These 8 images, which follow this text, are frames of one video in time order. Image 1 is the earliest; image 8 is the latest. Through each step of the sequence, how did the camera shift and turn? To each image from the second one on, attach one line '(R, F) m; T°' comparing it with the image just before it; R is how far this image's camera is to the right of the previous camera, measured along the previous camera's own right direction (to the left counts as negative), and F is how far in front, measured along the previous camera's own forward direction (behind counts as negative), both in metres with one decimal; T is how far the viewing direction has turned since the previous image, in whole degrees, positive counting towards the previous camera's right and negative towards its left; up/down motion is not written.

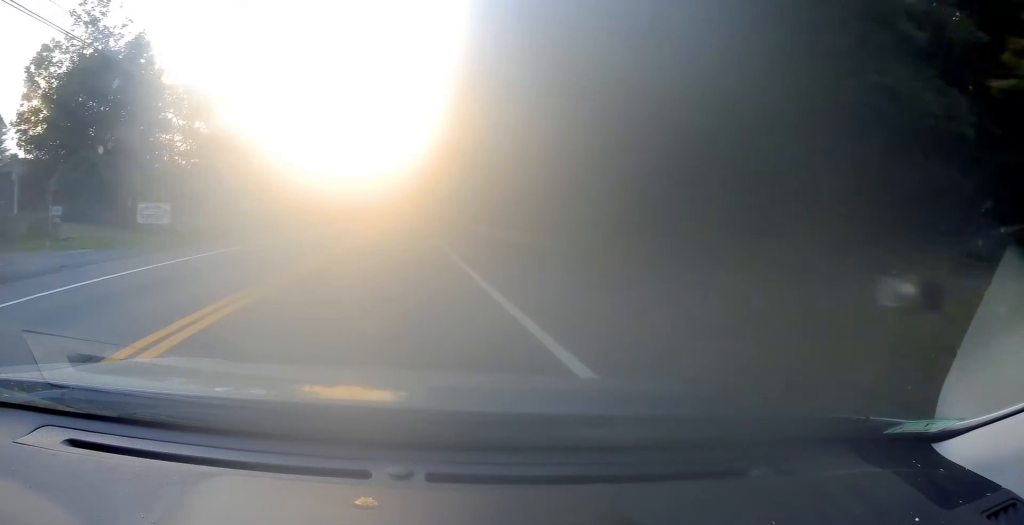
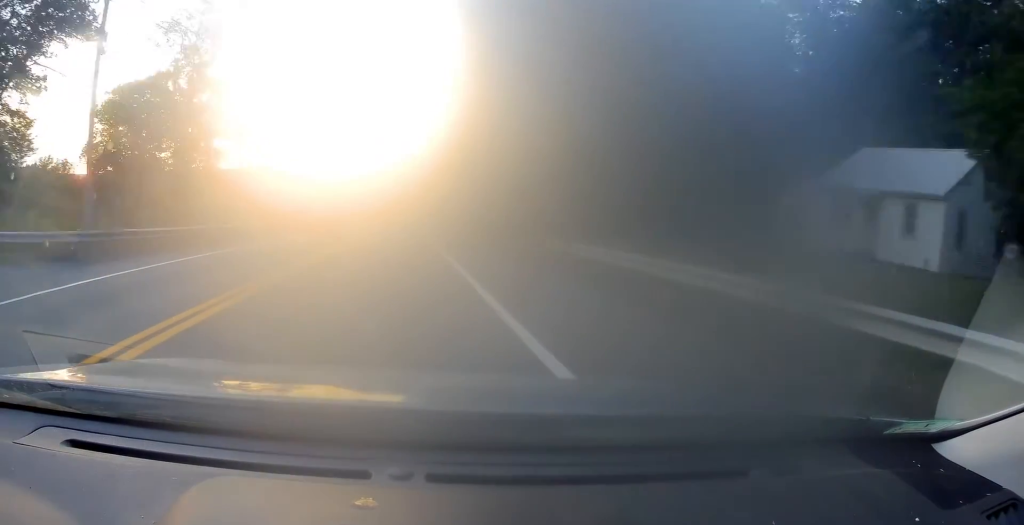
(-0.4, +41.8) m; +1°
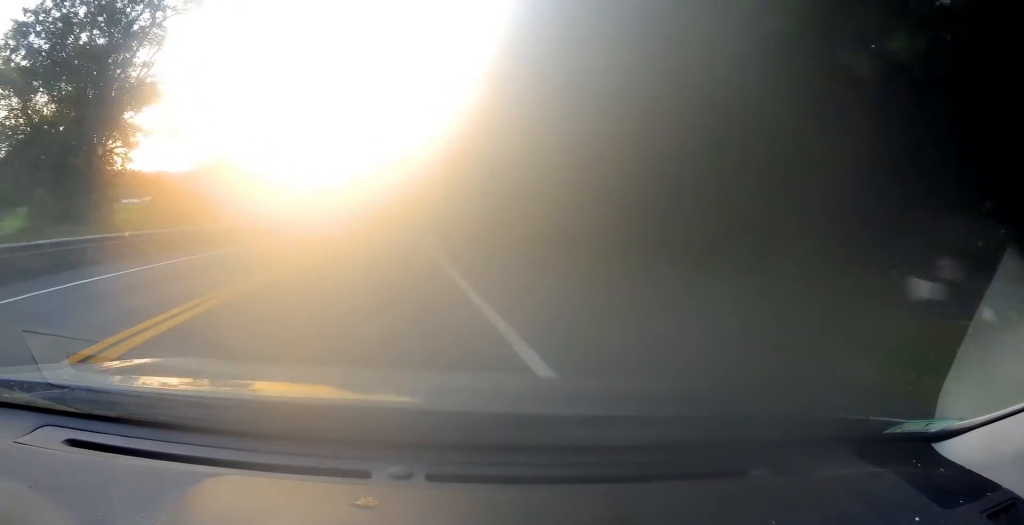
(+0.7, +20.2) m; 0°
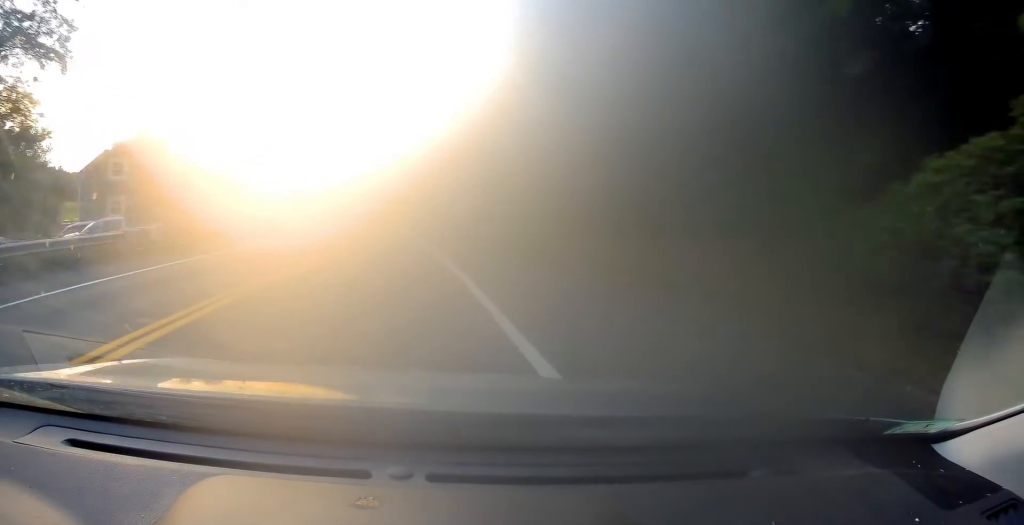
(-1.1, +28.1) m; -4°
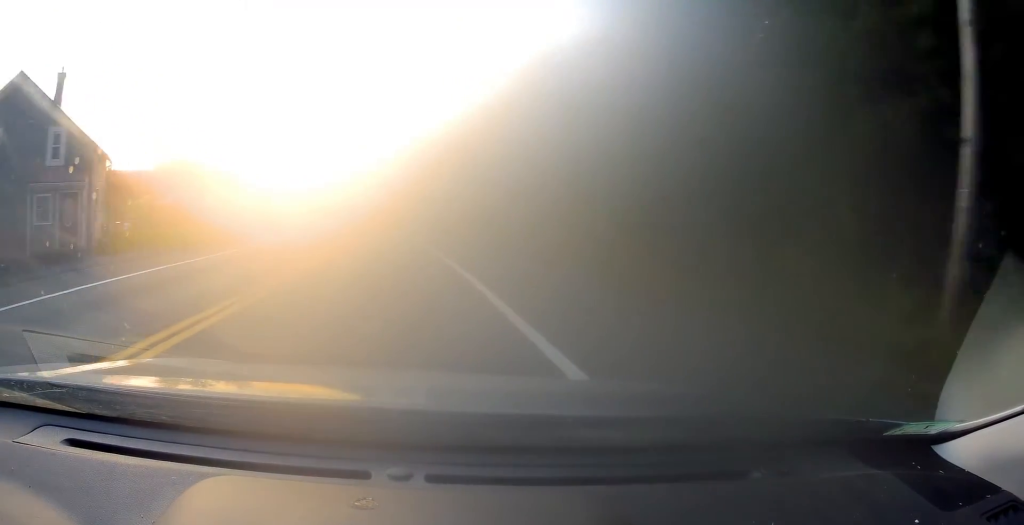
(-0.5, +15.4) m; -2°
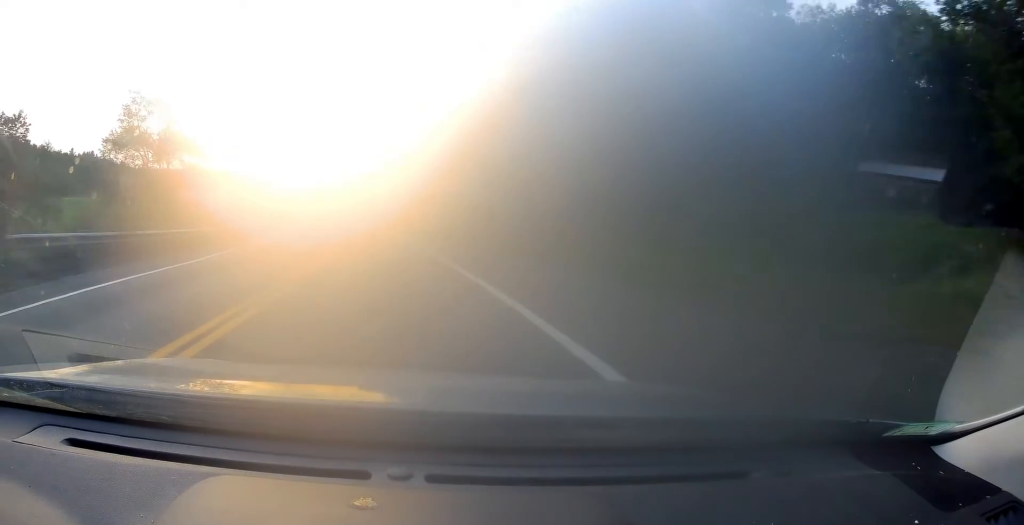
(-0.9, +25.5) m; -5°
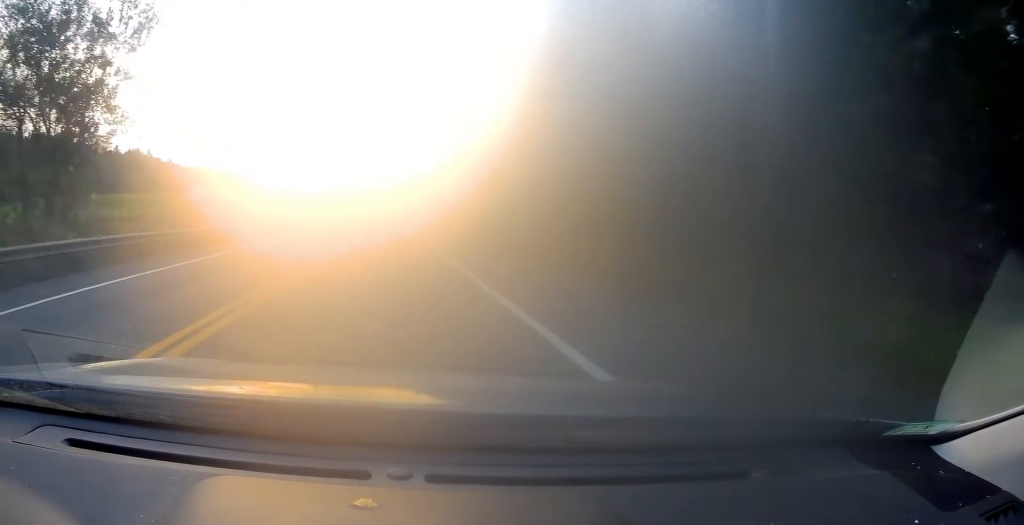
(-1.5, +26.8) m; -5°
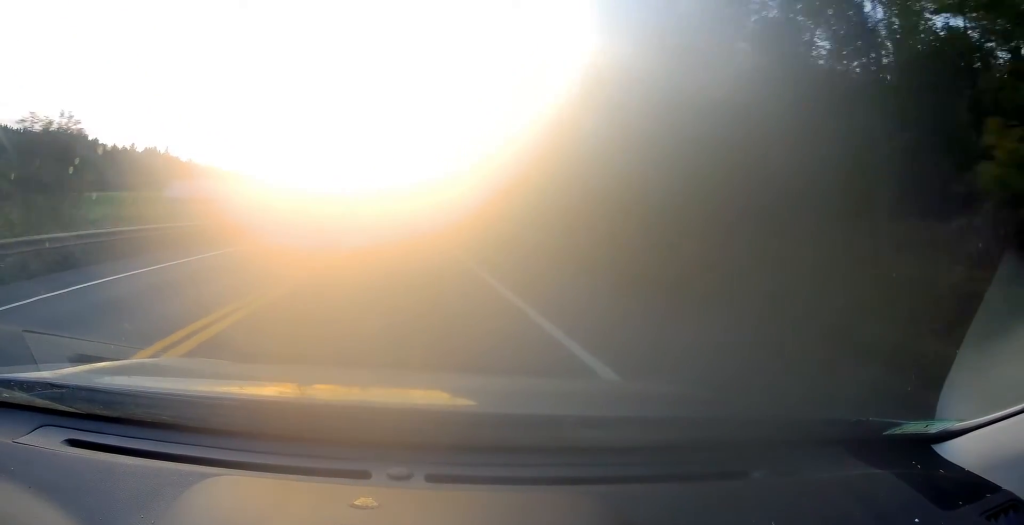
(-0.7, +27.1) m; -3°
